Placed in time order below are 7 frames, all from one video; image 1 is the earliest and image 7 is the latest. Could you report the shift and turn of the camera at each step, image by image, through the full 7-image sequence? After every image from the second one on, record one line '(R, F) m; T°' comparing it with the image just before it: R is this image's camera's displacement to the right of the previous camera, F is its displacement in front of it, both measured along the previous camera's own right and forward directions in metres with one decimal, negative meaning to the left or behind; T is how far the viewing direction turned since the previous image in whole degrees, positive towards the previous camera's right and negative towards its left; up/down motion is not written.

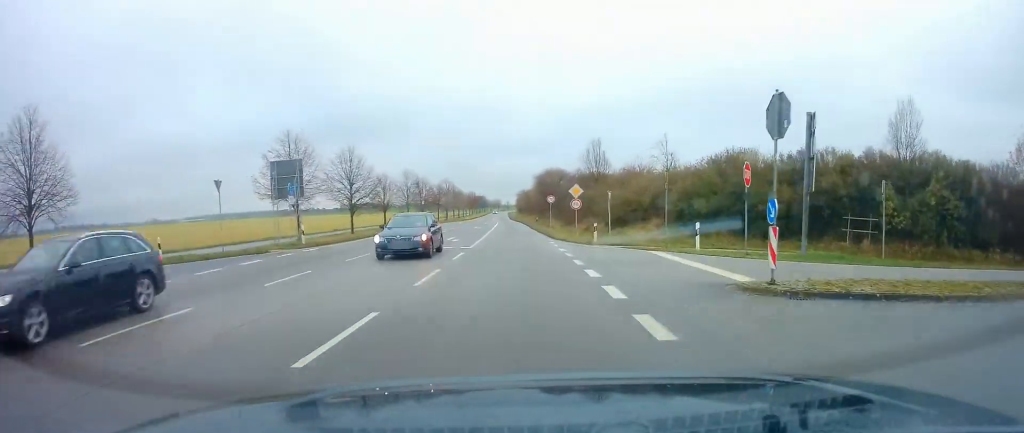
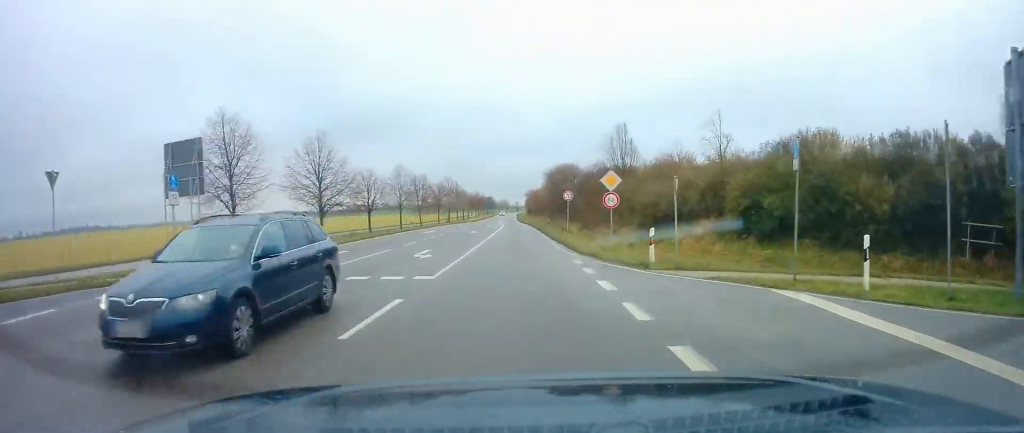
(-0.3, +10.9) m; -1°
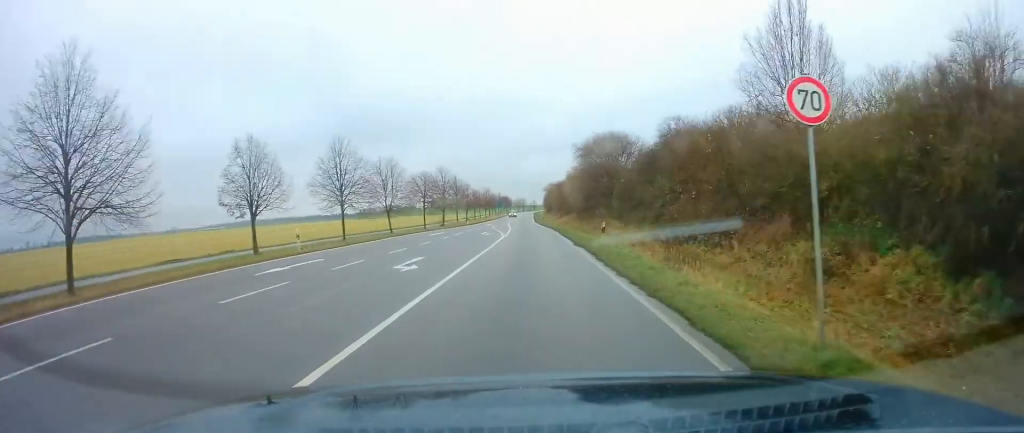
(-0.1, +29.6) m; -1°
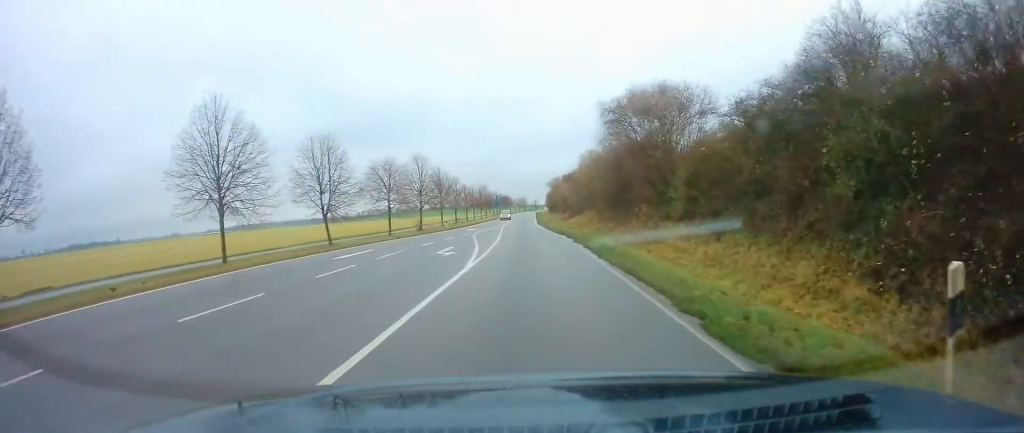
(-0.5, +19.4) m; 0°
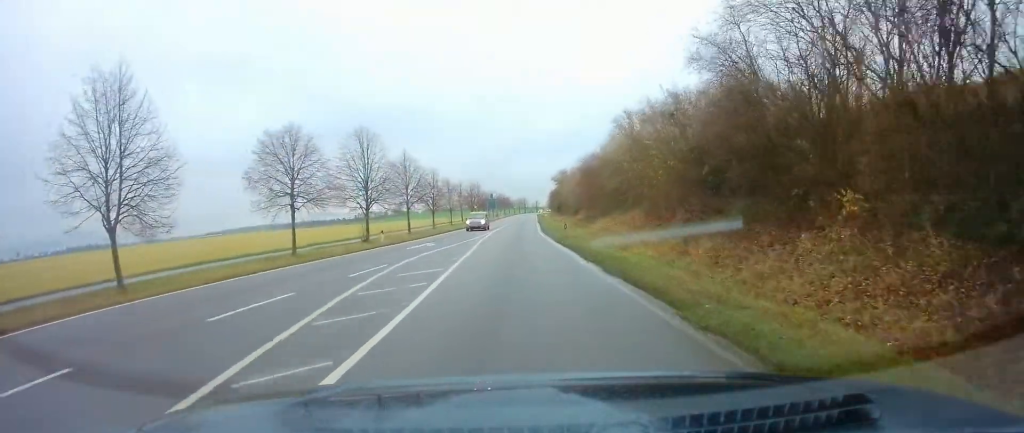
(+0.5, +23.7) m; 0°
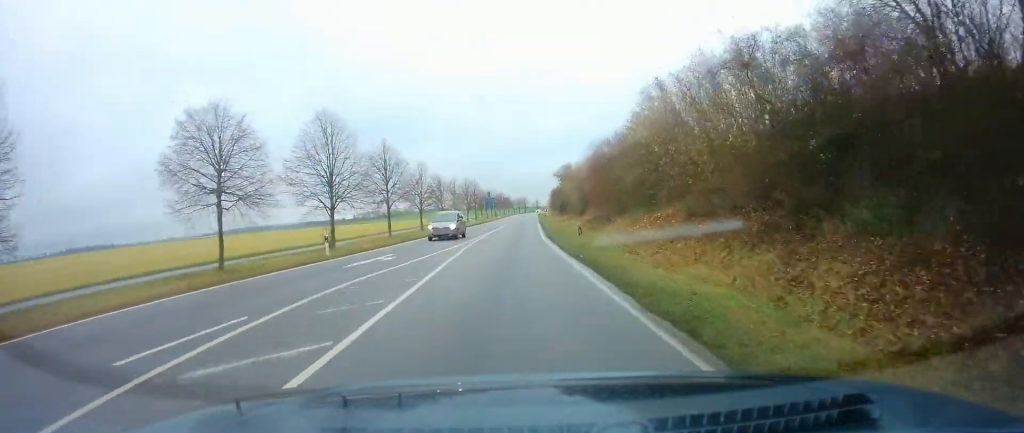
(-0.2, +8.7) m; -1°
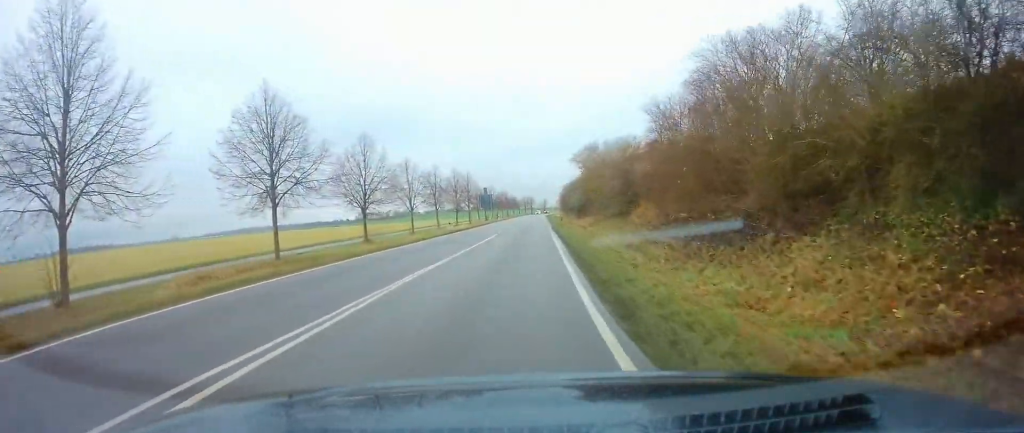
(-0.4, +25.7) m; -1°
